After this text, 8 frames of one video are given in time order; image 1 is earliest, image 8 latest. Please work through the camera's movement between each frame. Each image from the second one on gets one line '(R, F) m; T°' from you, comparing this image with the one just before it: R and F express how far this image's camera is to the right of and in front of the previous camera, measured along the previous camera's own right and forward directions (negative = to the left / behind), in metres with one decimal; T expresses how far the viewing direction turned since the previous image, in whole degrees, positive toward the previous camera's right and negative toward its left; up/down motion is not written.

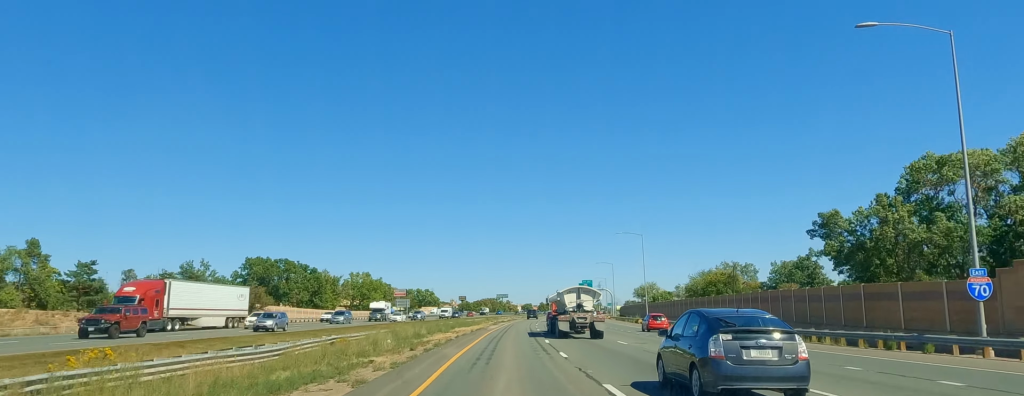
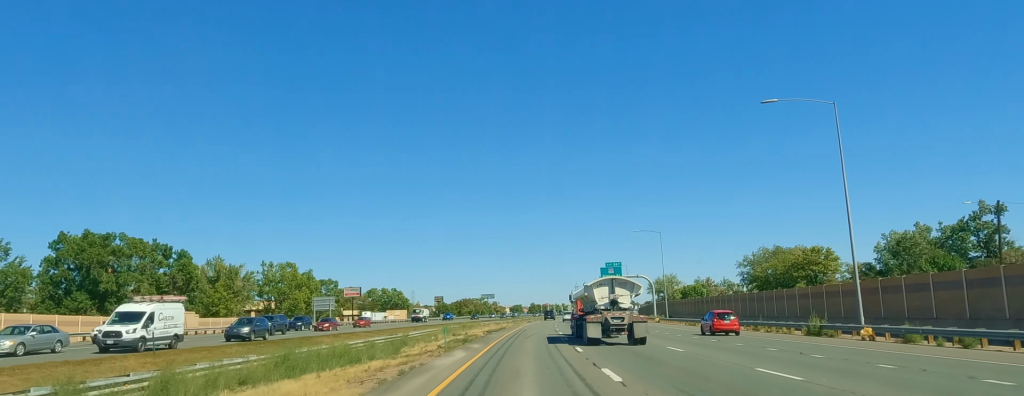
(+1.1, +69.1) m; +2°
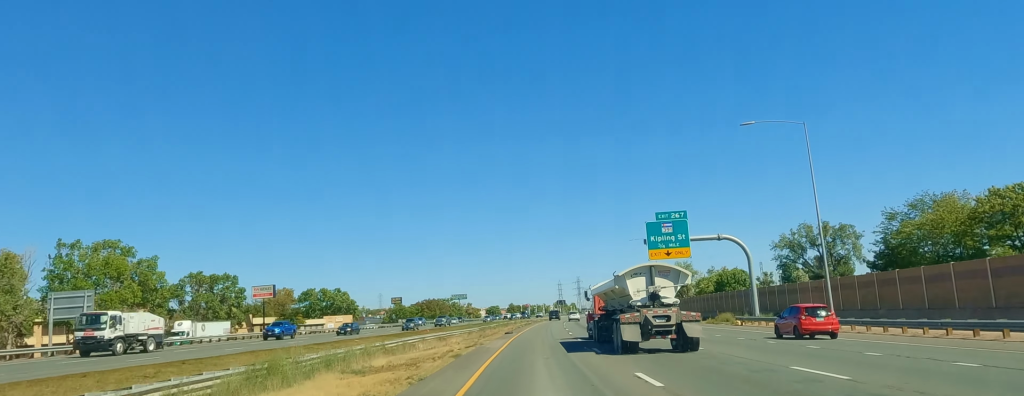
(+1.4, +61.8) m; +2°
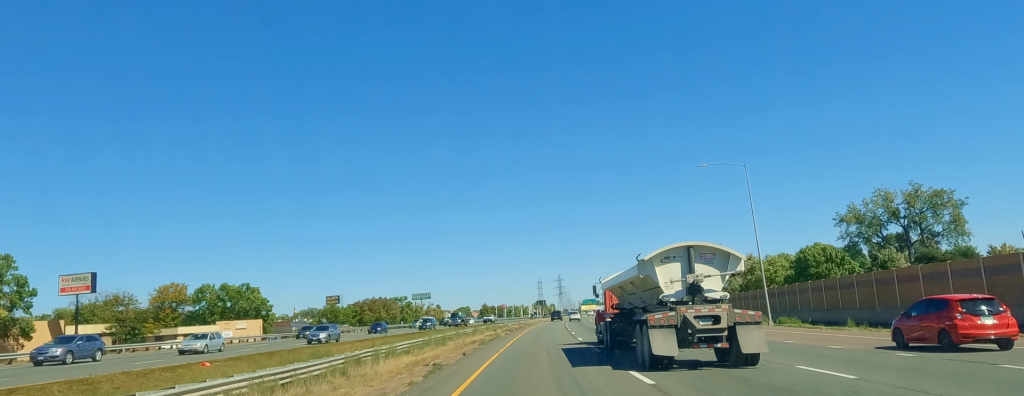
(+1.2, +60.7) m; +1°
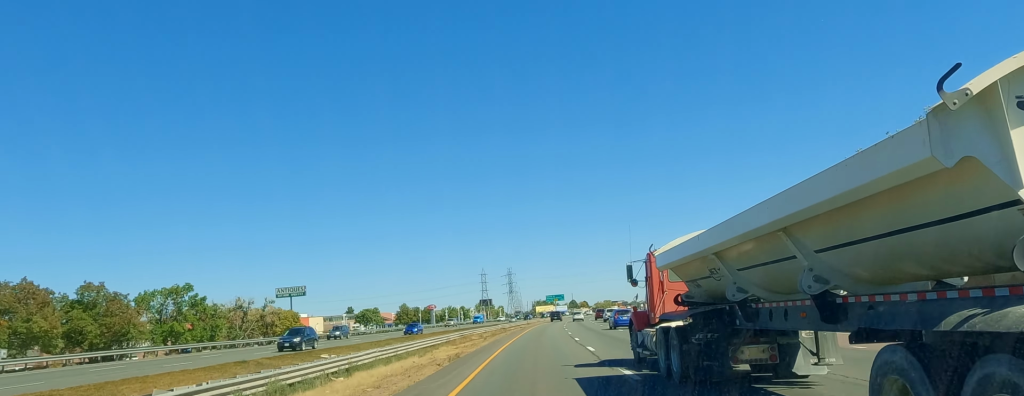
(+2.8, +120.2) m; +3°
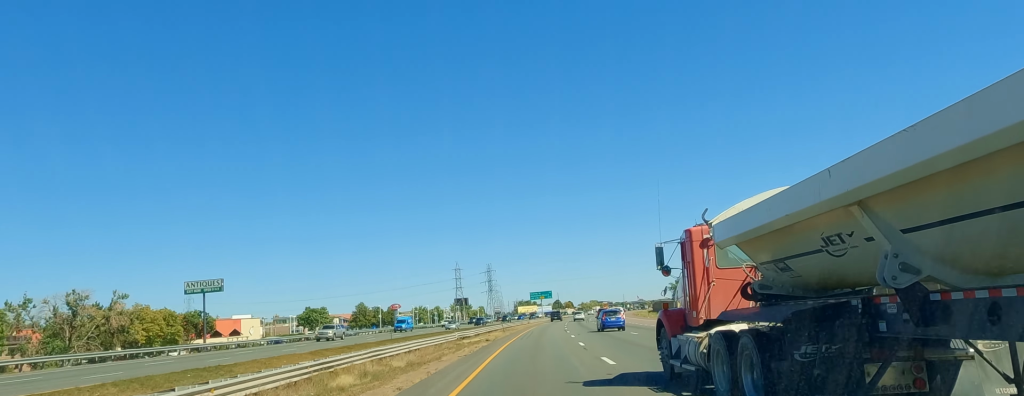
(+0.3, +44.3) m; +1°
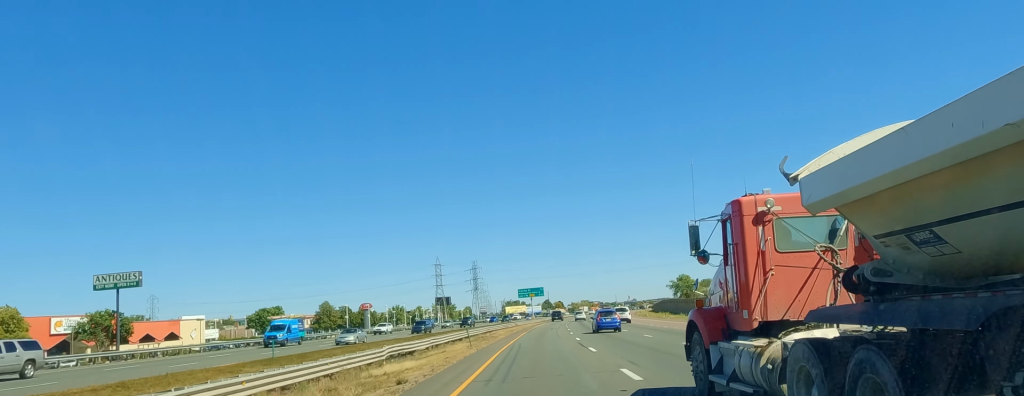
(-0.4, +29.2) m; +1°
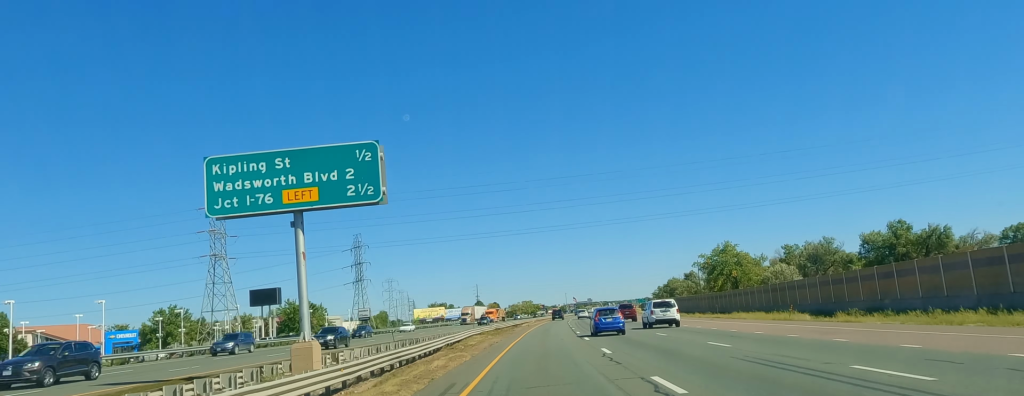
(+12.1, +149.5) m; +7°
